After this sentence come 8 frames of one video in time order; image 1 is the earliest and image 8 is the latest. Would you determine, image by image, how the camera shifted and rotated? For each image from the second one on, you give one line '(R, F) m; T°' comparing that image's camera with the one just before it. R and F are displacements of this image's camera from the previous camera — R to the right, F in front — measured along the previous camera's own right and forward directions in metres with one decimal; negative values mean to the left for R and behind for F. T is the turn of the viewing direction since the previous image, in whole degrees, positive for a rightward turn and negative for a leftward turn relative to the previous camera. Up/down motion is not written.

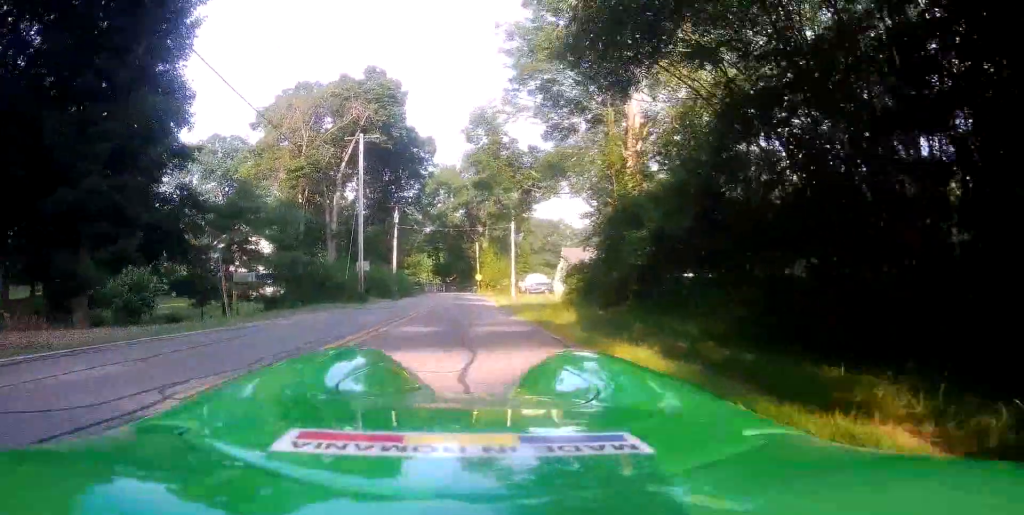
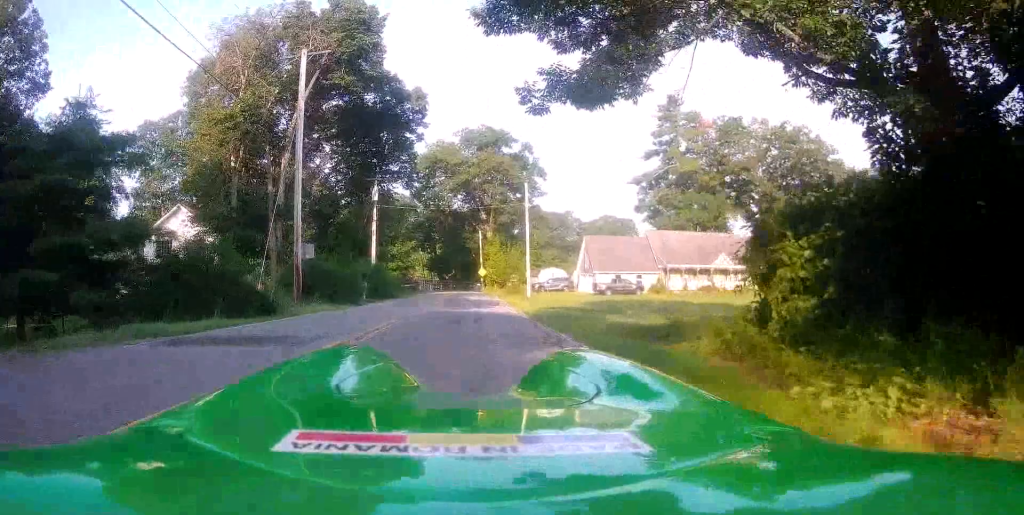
(-0.3, +15.0) m; +1°
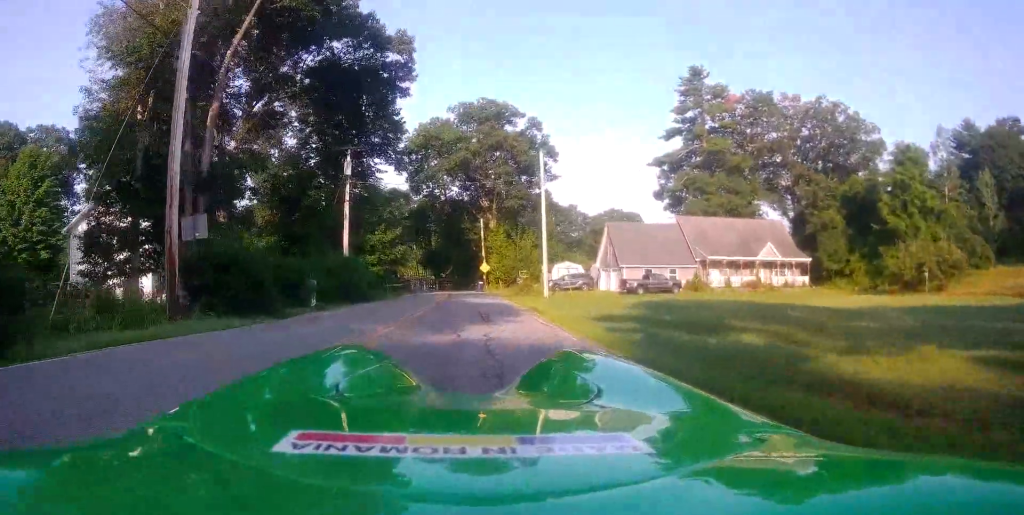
(+0.2, +10.9) m; 0°
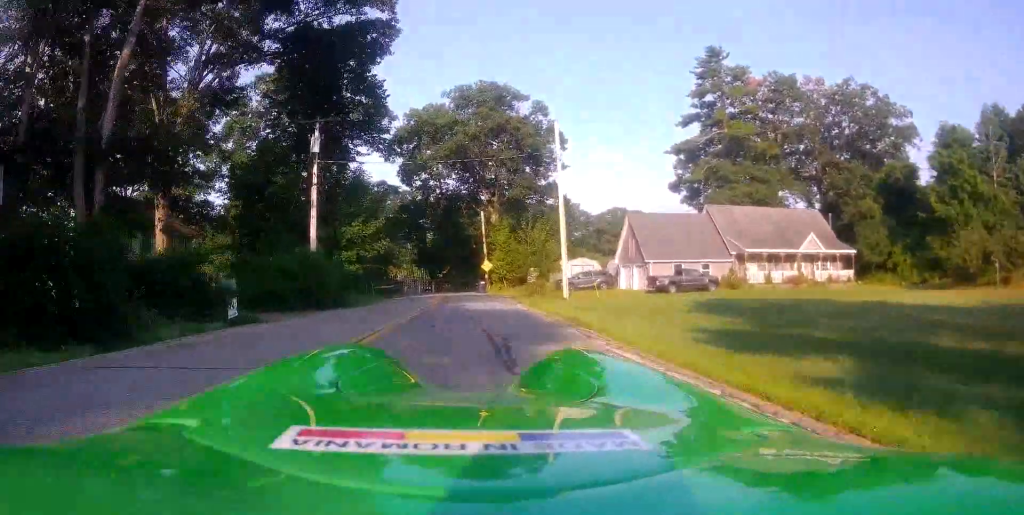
(-0.2, +8.0) m; 0°
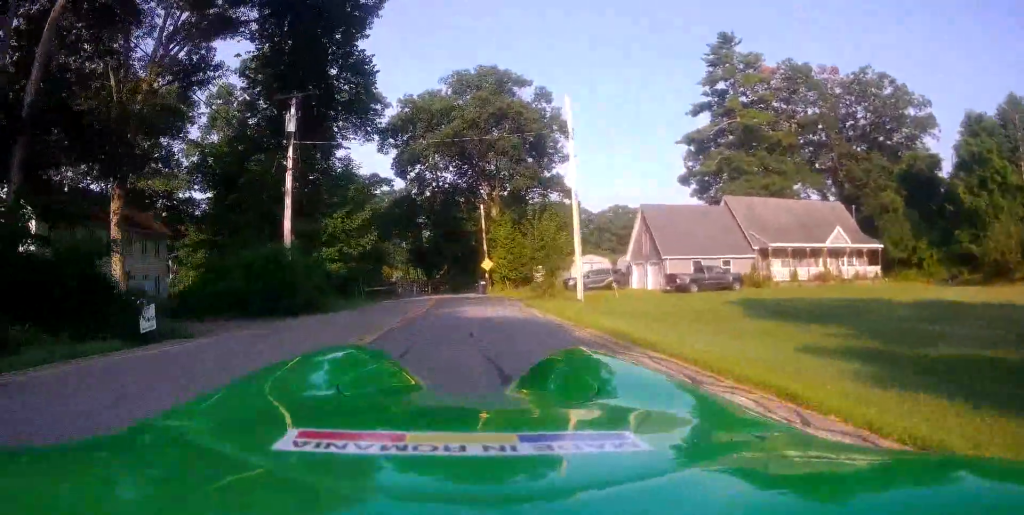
(-0.4, +4.2) m; +1°
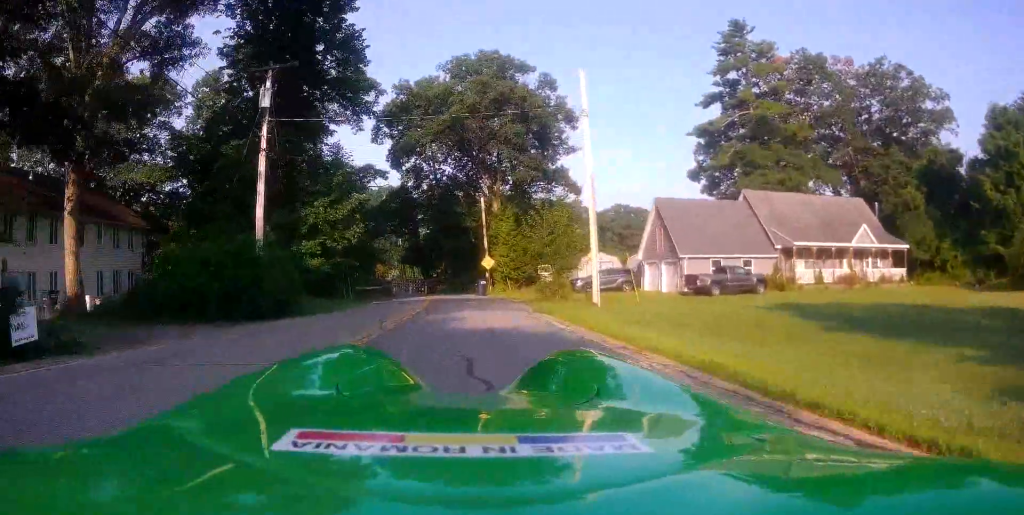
(+0.2, +3.7) m; +2°
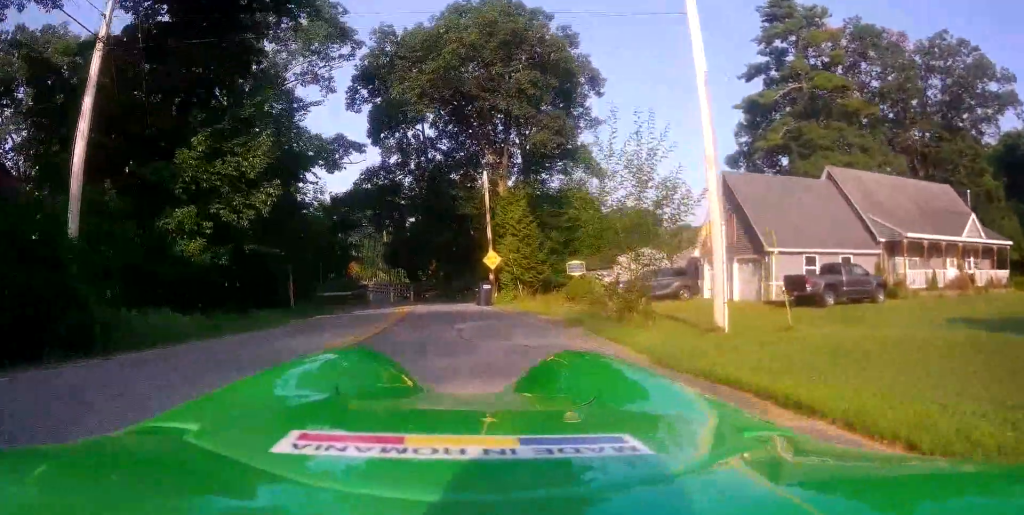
(+0.6, +11.8) m; +5°
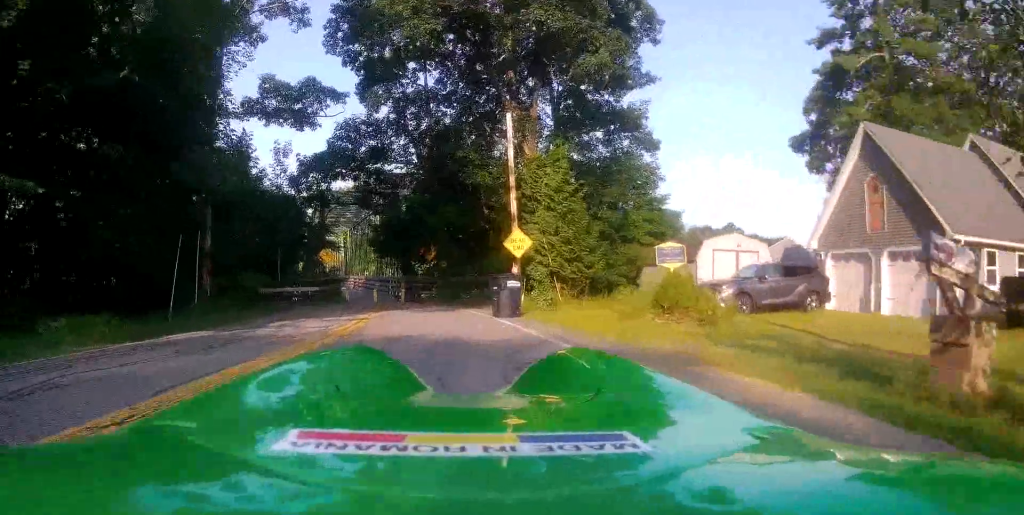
(+0.8, +11.5) m; +1°
